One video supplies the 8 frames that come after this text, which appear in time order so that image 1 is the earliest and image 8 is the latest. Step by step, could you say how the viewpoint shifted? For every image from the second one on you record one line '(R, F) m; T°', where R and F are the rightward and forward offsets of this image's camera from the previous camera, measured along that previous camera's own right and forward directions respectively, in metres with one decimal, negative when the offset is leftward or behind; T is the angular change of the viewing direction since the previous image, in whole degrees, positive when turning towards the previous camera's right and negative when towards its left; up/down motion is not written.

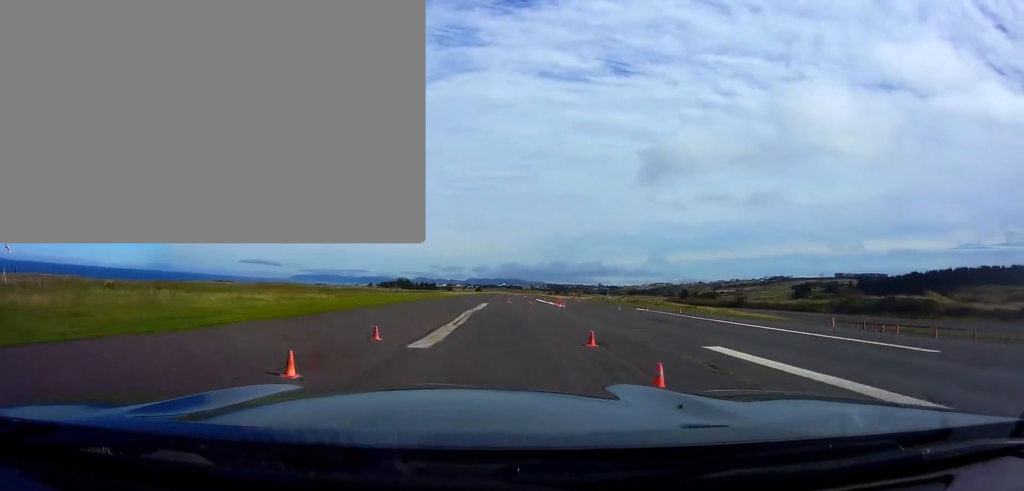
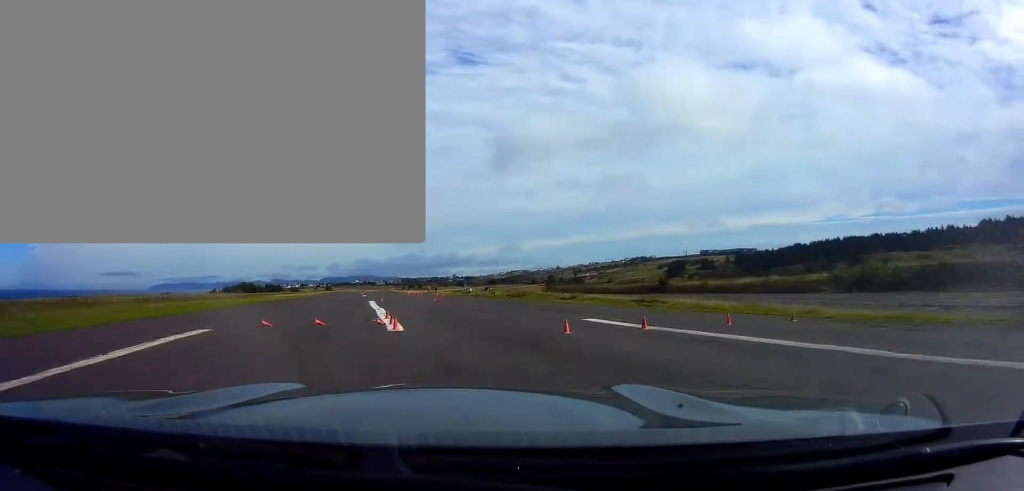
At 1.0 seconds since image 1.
(+0.8, +24.6) m; +5°
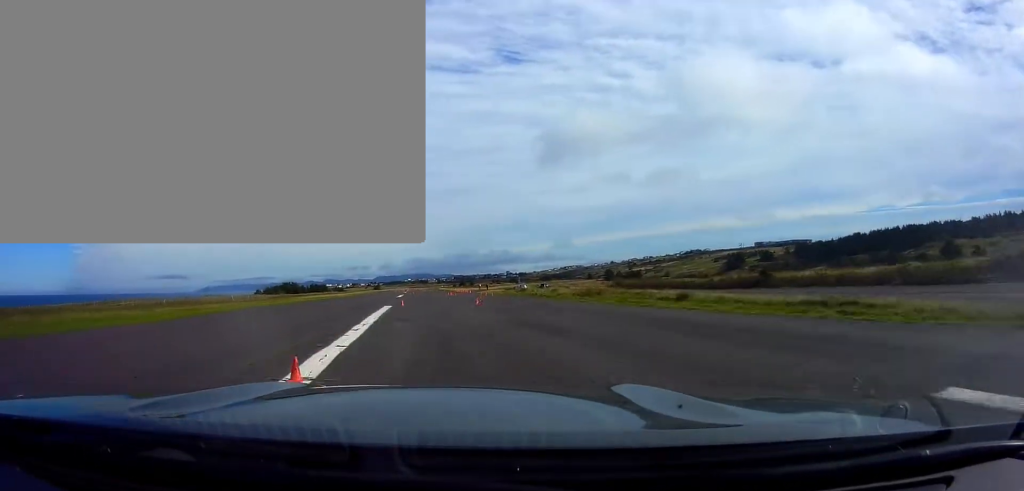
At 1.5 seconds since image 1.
(+0.3, +12.2) m; +3°
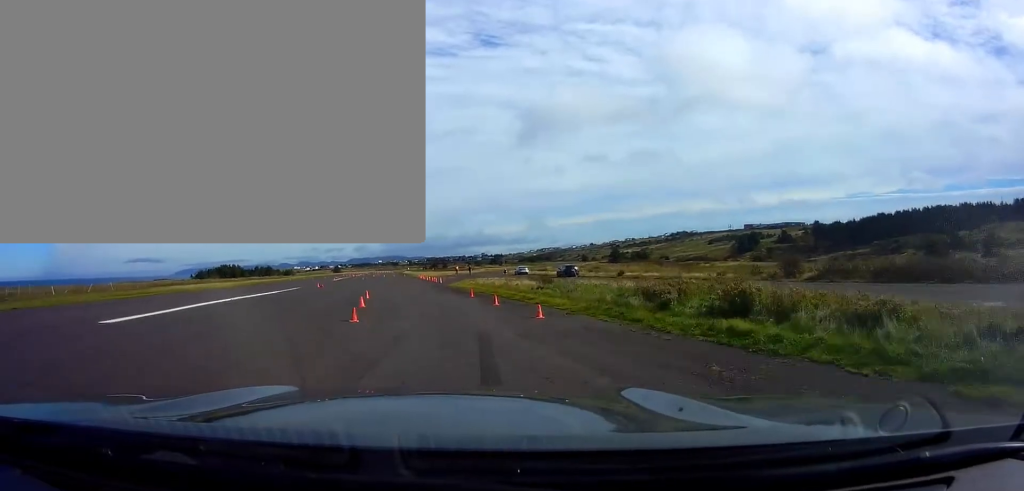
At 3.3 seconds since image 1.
(+1.4, +46.5) m; +2°
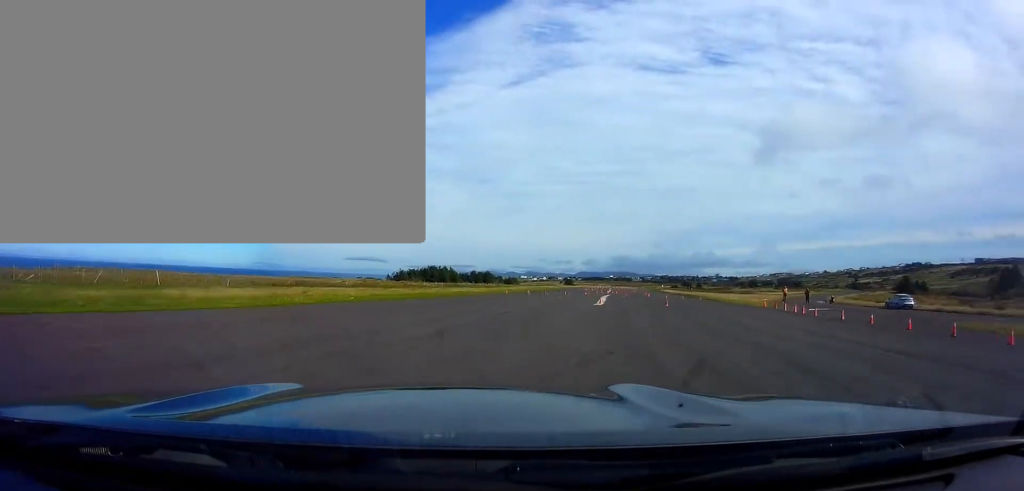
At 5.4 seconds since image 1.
(-2.0, +49.6) m; -5°
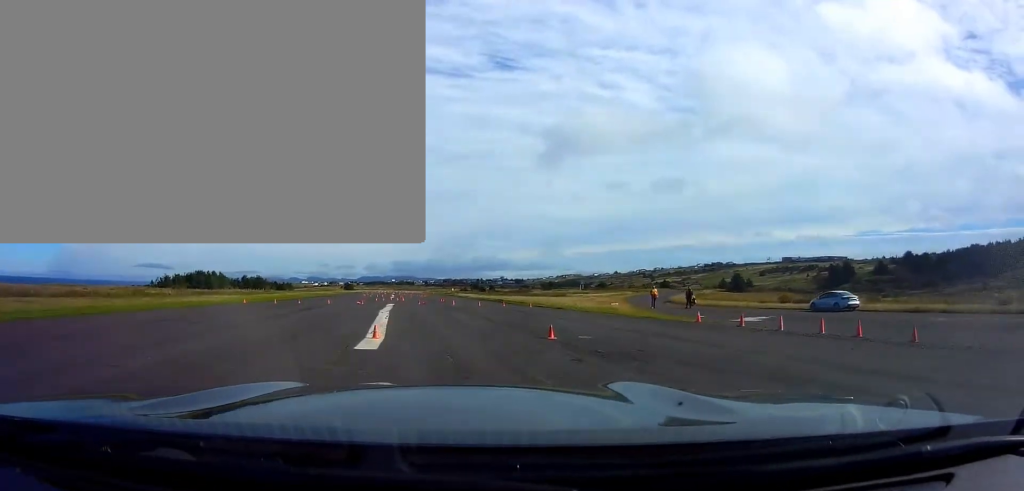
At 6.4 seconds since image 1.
(+0.3, +20.6) m; -4°
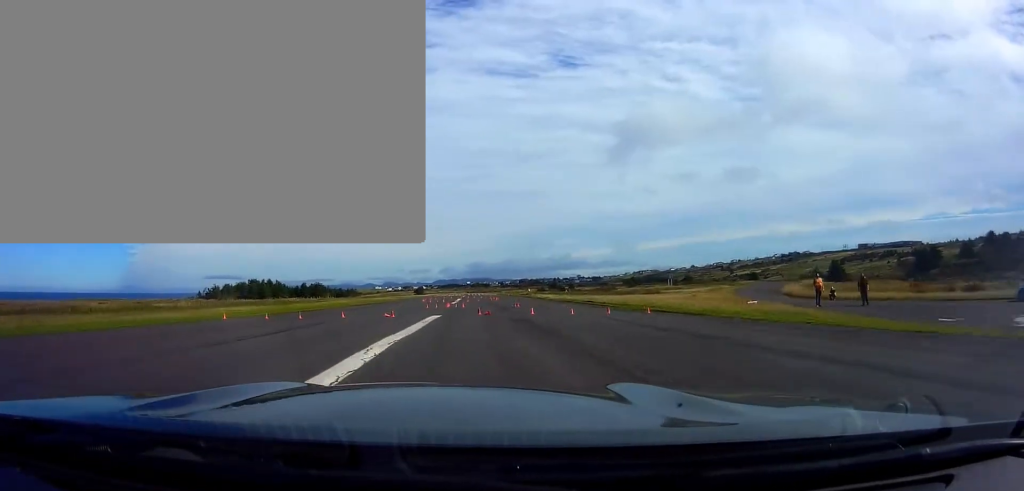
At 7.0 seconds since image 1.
(-0.8, +13.4) m; -3°
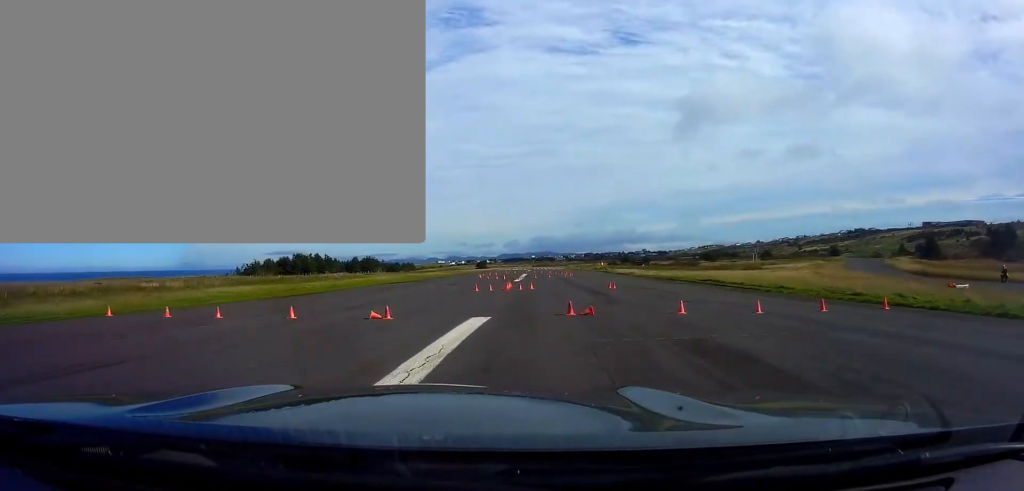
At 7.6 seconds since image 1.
(-0.8, +12.4) m; -3°
